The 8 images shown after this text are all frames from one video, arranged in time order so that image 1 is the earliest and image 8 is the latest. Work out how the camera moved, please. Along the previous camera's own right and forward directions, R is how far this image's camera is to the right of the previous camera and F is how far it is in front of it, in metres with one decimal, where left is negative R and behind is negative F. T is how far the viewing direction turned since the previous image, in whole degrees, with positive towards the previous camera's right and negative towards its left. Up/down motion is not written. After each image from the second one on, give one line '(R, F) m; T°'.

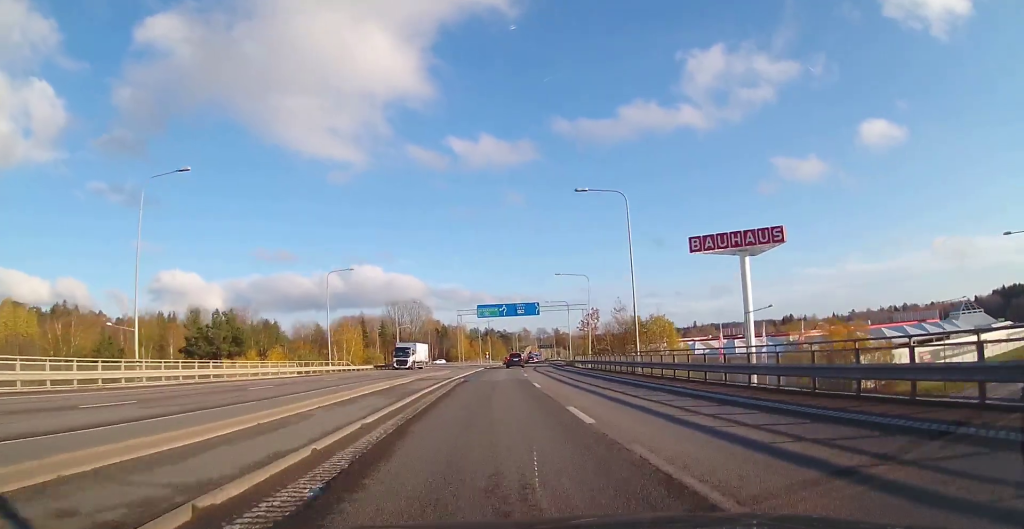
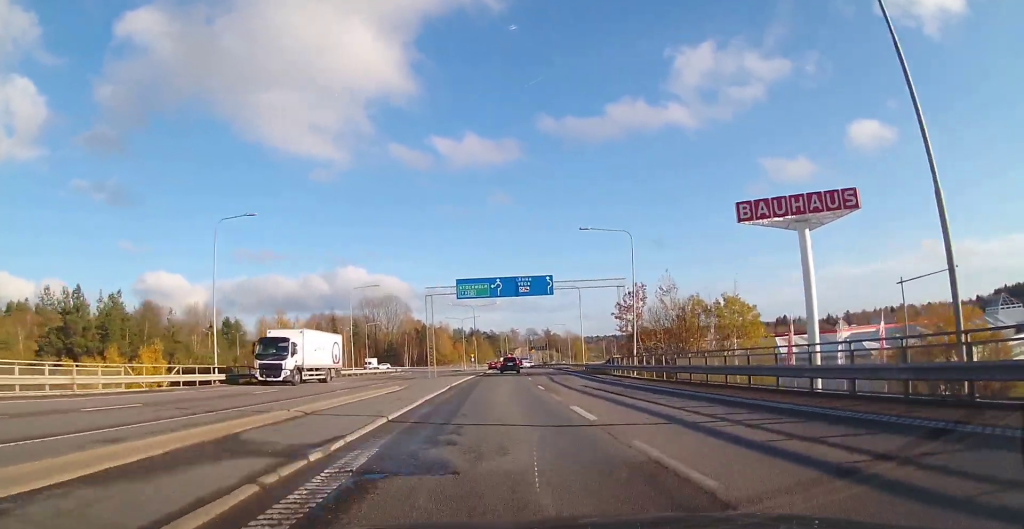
(+0.5, +23.9) m; +3°
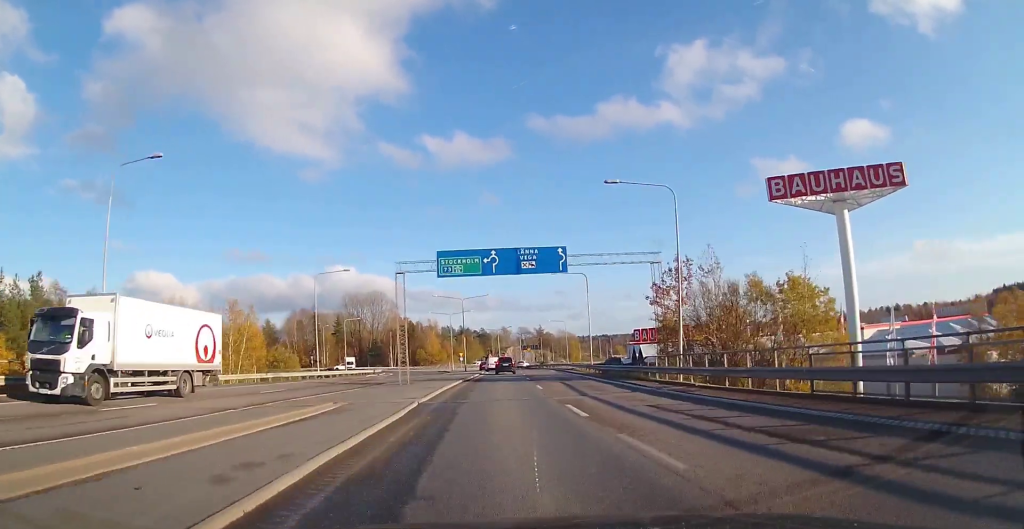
(+0.2, +11.3) m; +1°
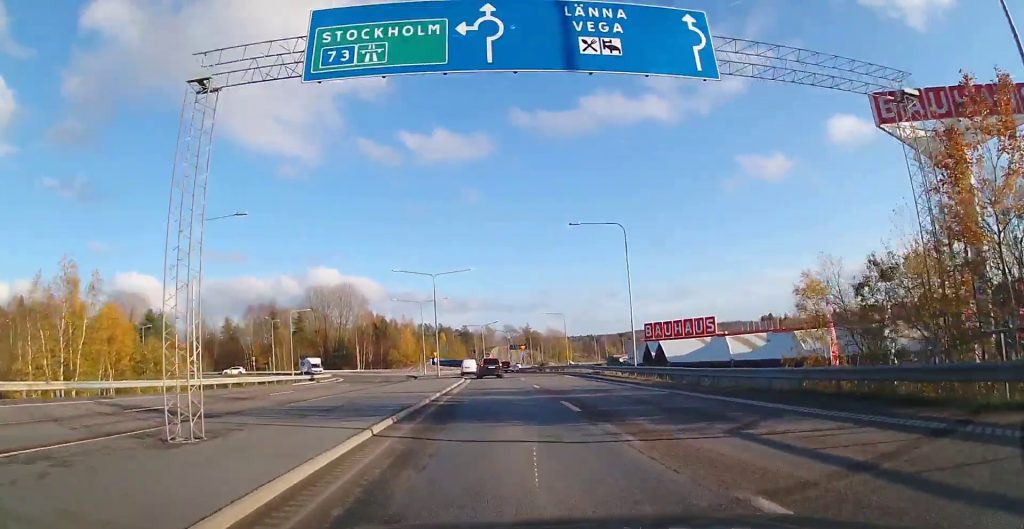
(+0.2, +23.2) m; 0°
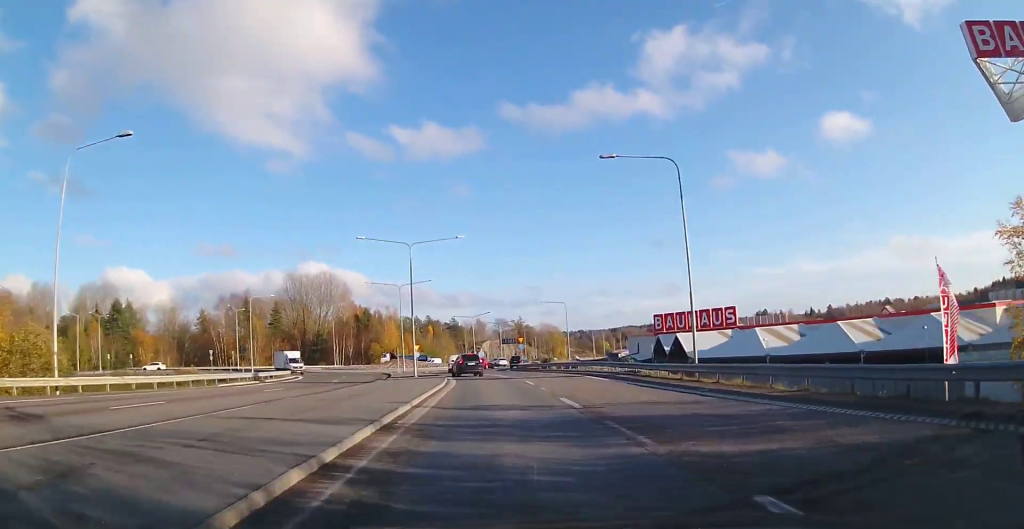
(0.0, +13.3) m; 0°
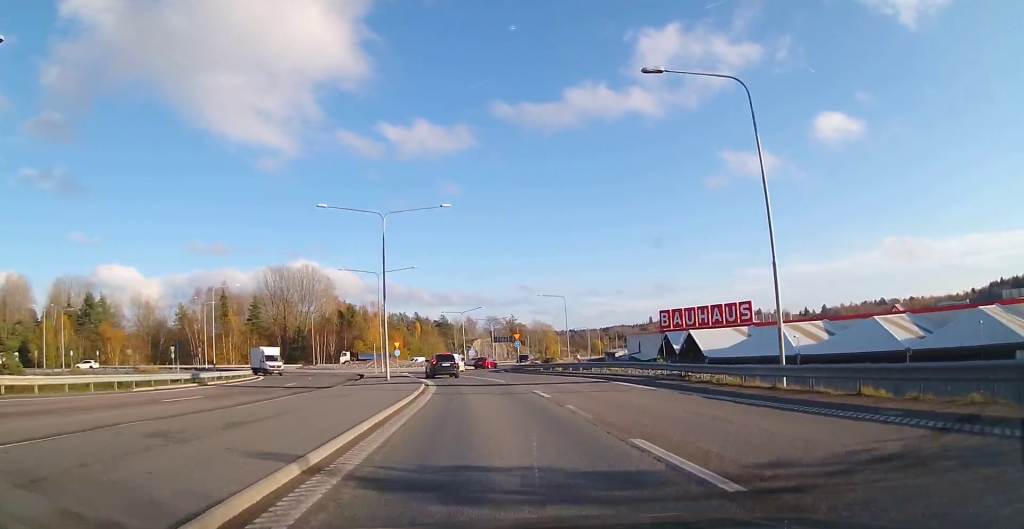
(+0.3, +9.7) m; 0°
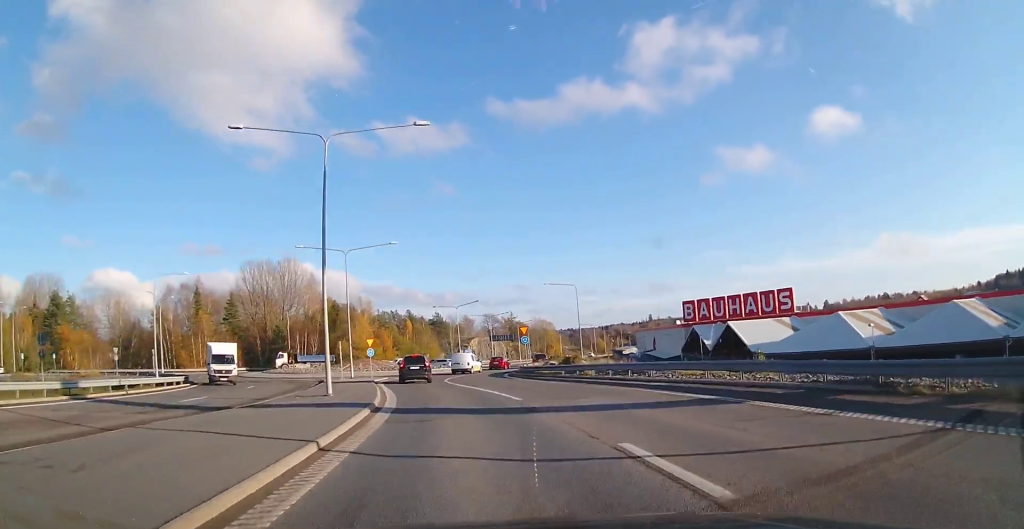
(-0.3, +13.5) m; -1°
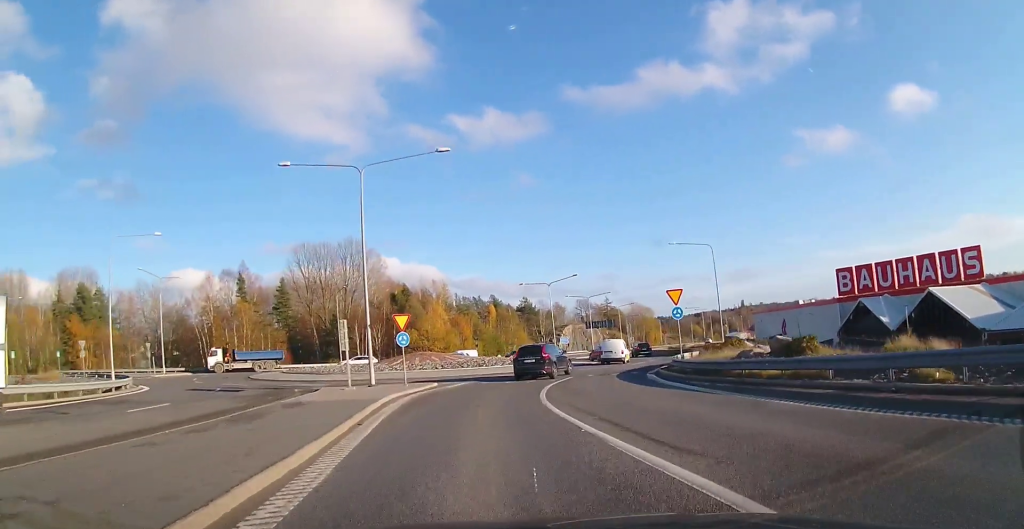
(-0.5, +19.4) m; -6°
